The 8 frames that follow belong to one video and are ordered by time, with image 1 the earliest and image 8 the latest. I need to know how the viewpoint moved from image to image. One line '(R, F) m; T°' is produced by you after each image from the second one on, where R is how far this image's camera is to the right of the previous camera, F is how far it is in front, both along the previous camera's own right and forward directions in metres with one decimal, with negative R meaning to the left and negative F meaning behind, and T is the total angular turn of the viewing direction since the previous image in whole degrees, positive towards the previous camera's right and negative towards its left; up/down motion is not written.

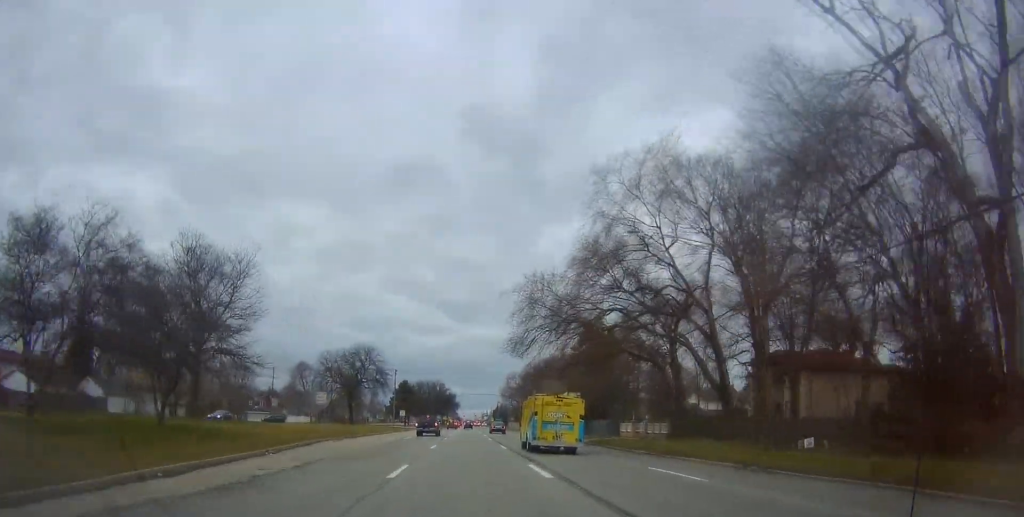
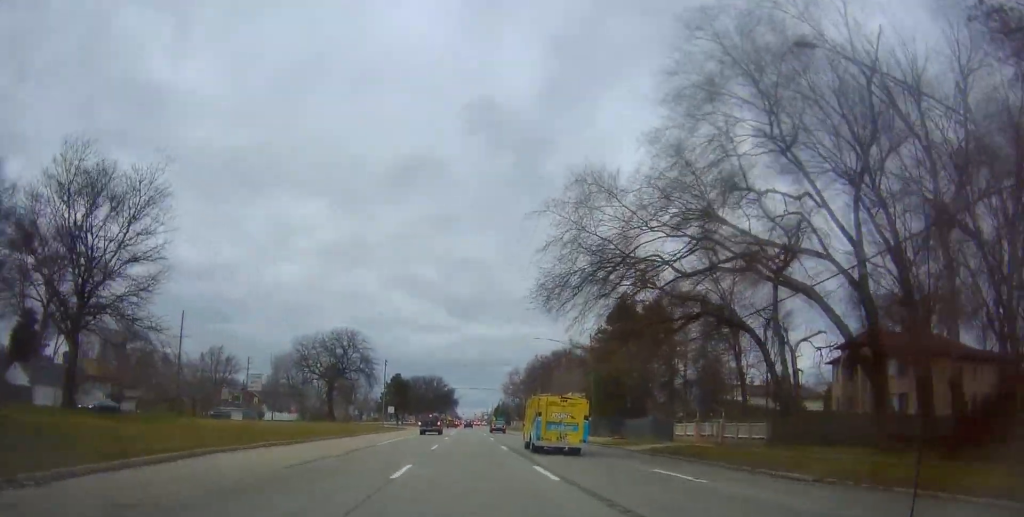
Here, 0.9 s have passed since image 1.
(+0.2, +16.3) m; 0°
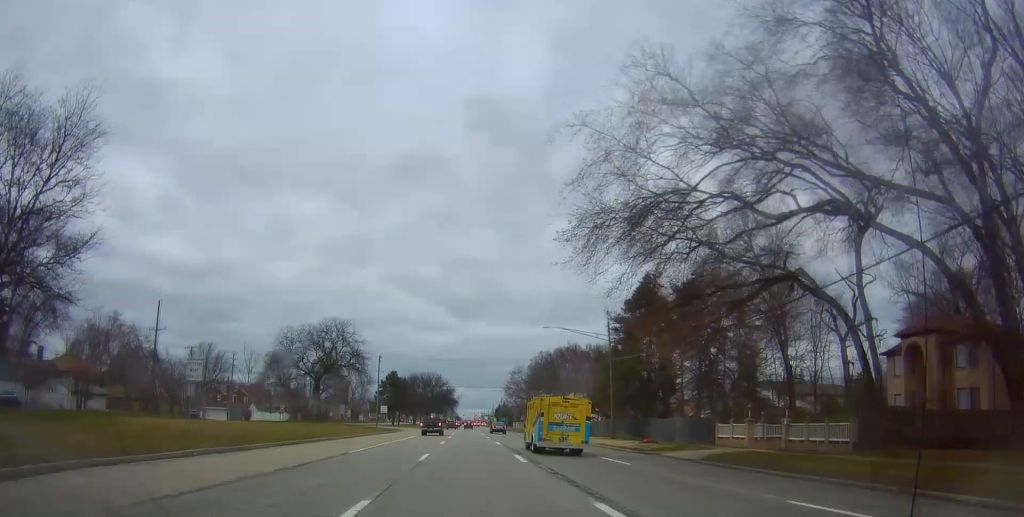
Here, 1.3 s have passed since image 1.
(-0.3, +8.0) m; 0°
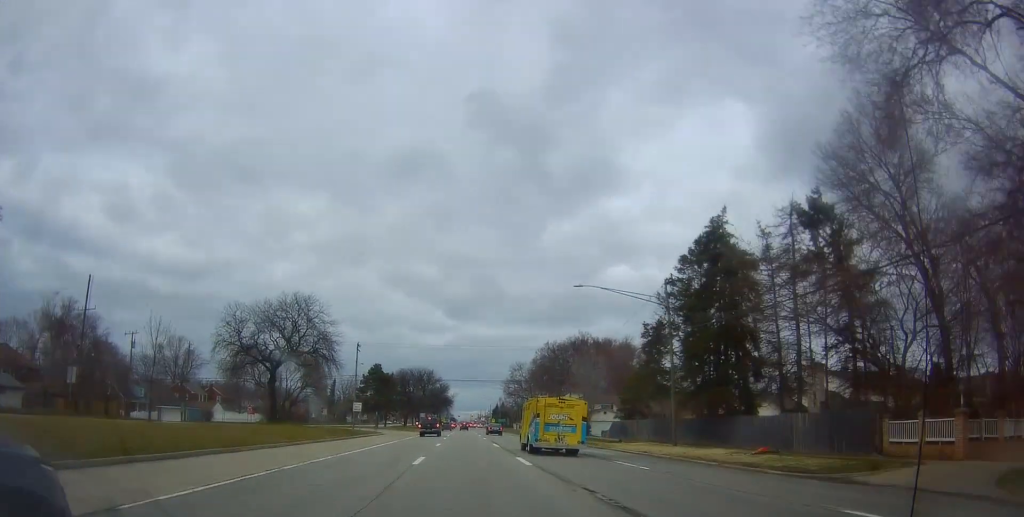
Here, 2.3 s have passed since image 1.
(+0.3, +17.6) m; +1°
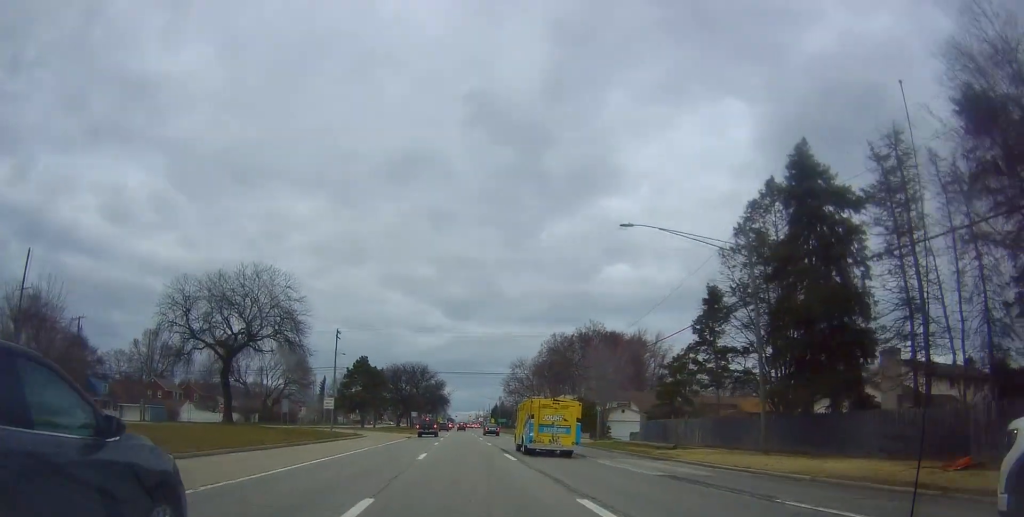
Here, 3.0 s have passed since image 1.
(0.0, +12.5) m; -1°
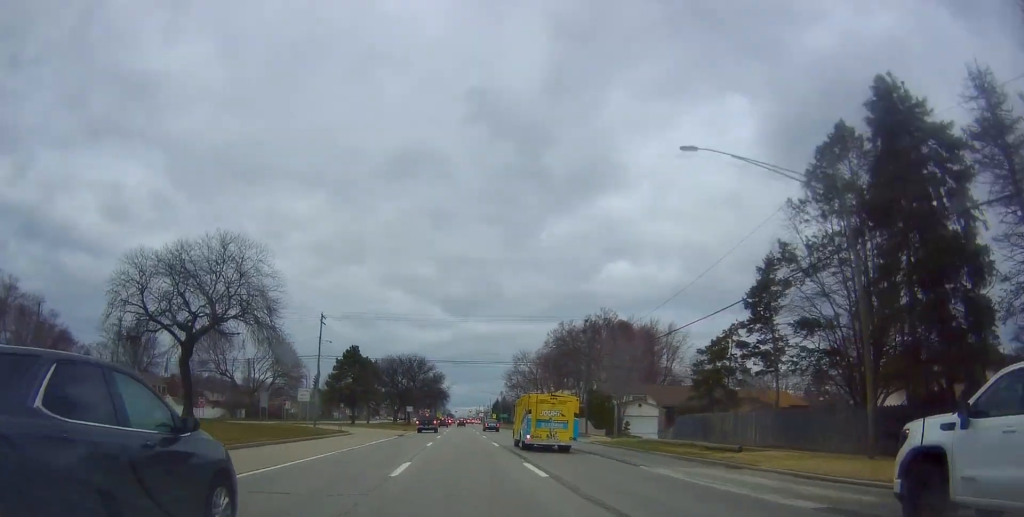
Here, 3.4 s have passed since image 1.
(0.0, +8.2) m; -1°
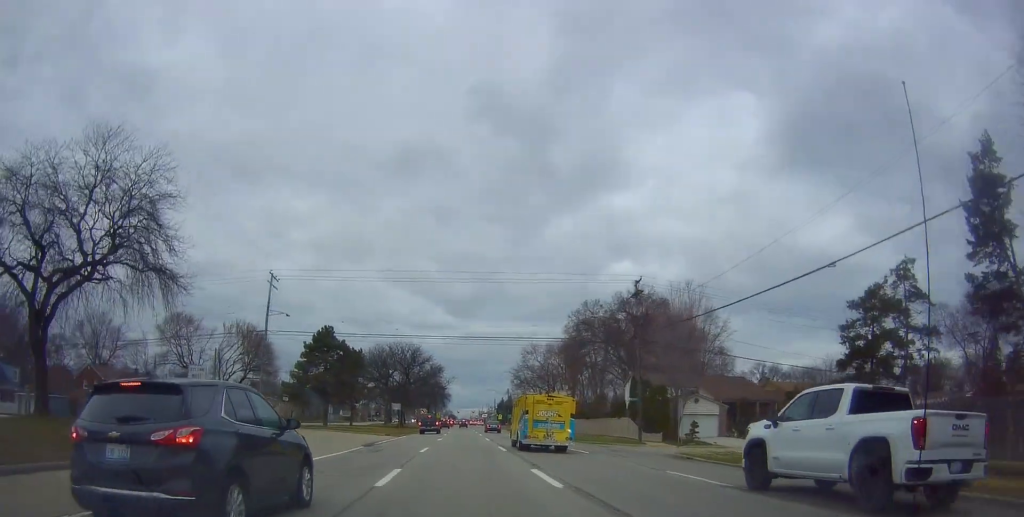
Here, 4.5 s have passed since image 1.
(-0.5, +18.6) m; +1°
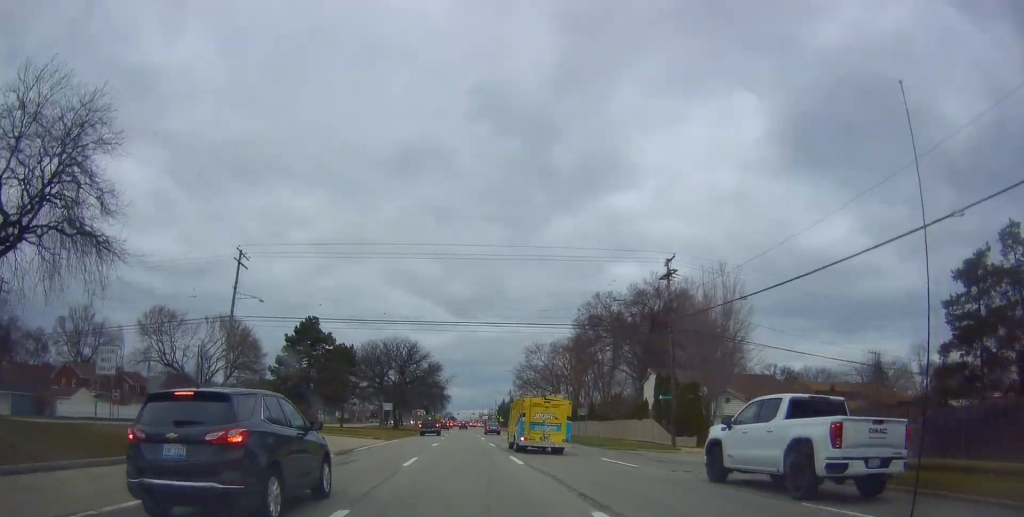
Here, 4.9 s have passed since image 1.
(+0.2, +7.4) m; +1°
